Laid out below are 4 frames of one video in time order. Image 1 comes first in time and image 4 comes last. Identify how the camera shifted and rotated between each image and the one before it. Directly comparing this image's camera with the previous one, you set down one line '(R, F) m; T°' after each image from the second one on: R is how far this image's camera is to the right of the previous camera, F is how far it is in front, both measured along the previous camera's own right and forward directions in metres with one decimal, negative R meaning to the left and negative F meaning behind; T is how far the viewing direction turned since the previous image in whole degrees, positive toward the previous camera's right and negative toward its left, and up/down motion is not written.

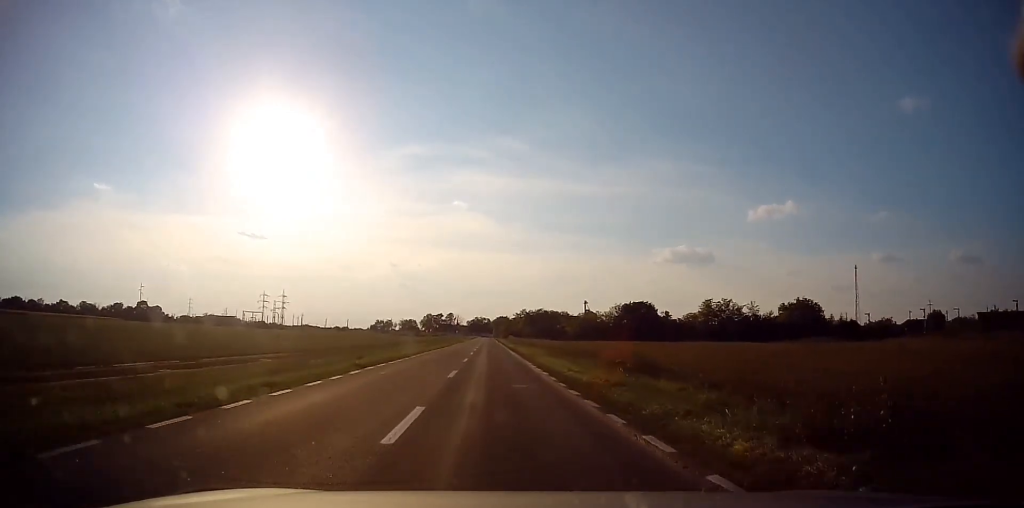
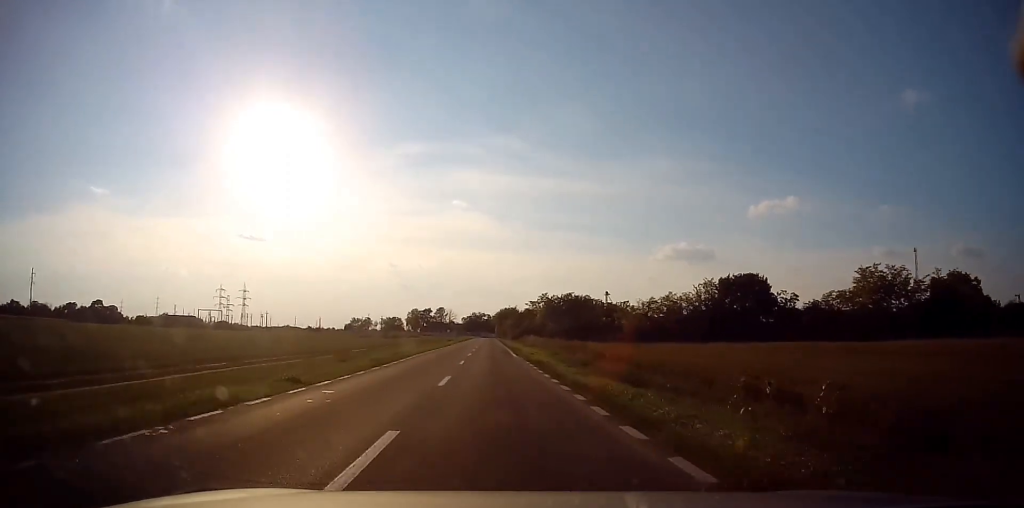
(+1.5, +65.4) m; +1°
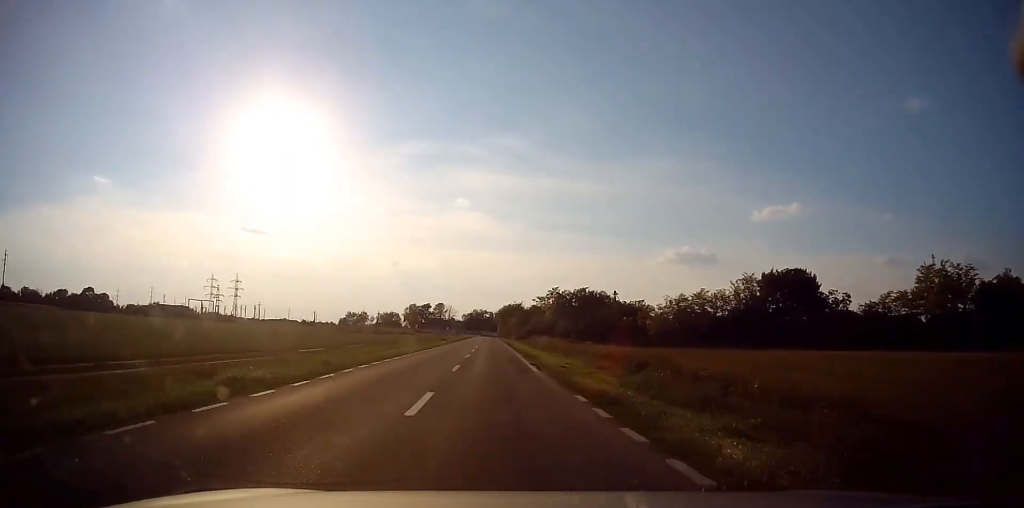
(0.0, +13.9) m; -1°
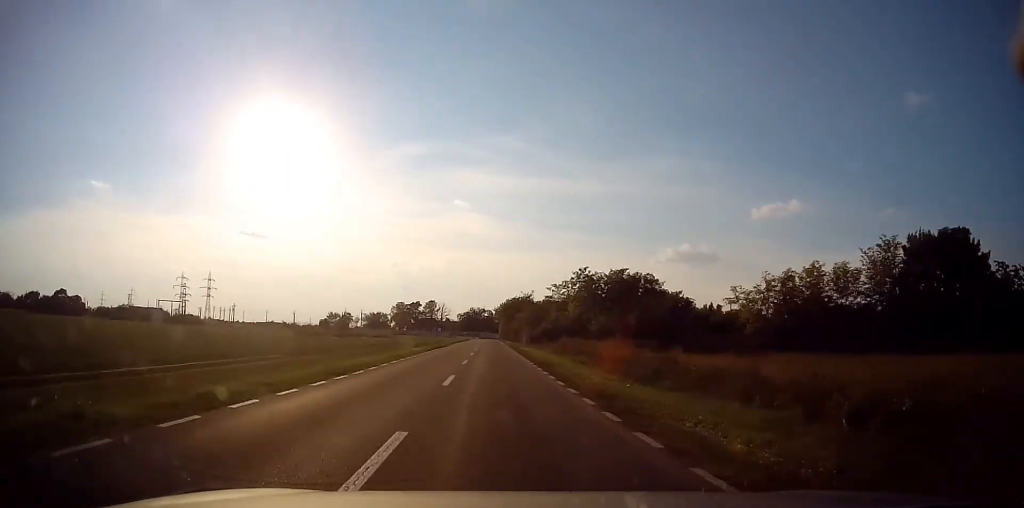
(-0.5, +31.2) m; 0°
